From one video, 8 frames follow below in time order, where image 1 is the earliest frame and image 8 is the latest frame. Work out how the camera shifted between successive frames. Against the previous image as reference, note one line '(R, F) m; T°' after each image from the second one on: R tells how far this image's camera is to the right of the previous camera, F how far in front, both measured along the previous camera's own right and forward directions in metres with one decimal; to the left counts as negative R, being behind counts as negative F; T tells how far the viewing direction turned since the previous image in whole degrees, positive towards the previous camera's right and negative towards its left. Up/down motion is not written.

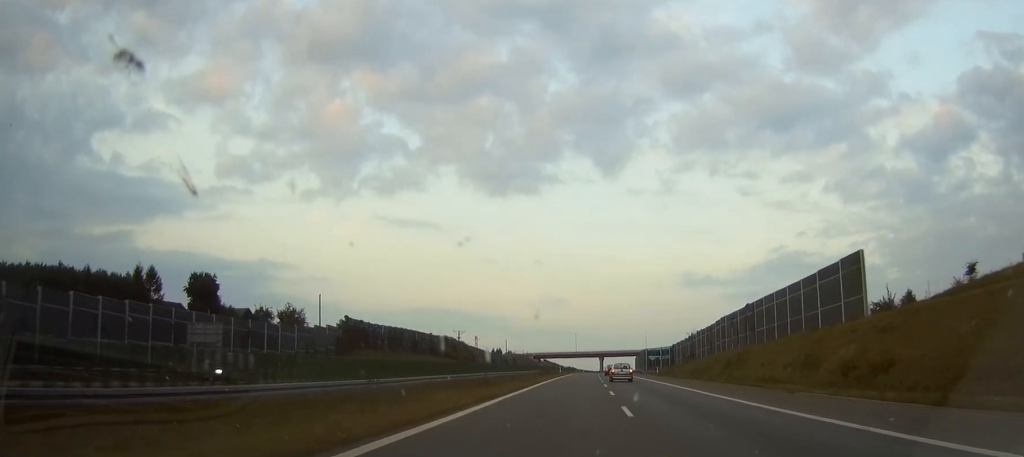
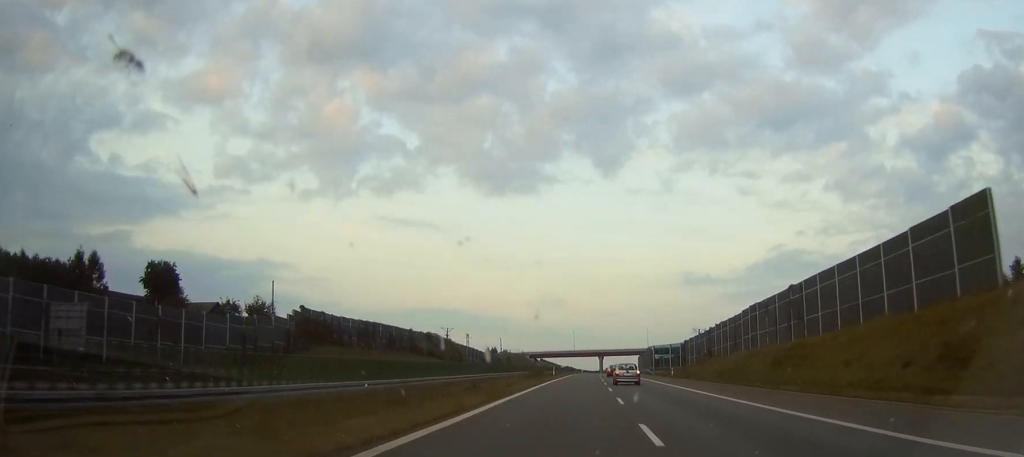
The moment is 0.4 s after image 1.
(0.0, +17.9) m; 0°
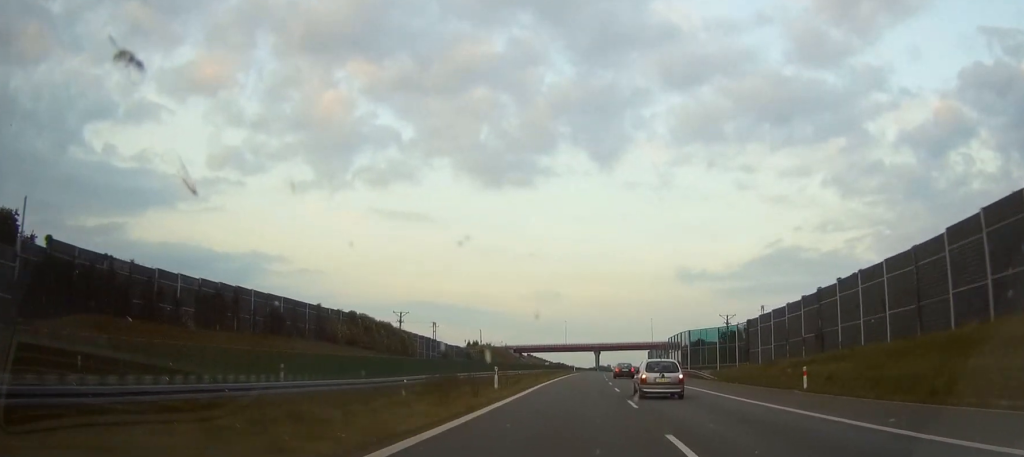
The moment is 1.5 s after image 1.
(+0.3, +50.7) m; +1°
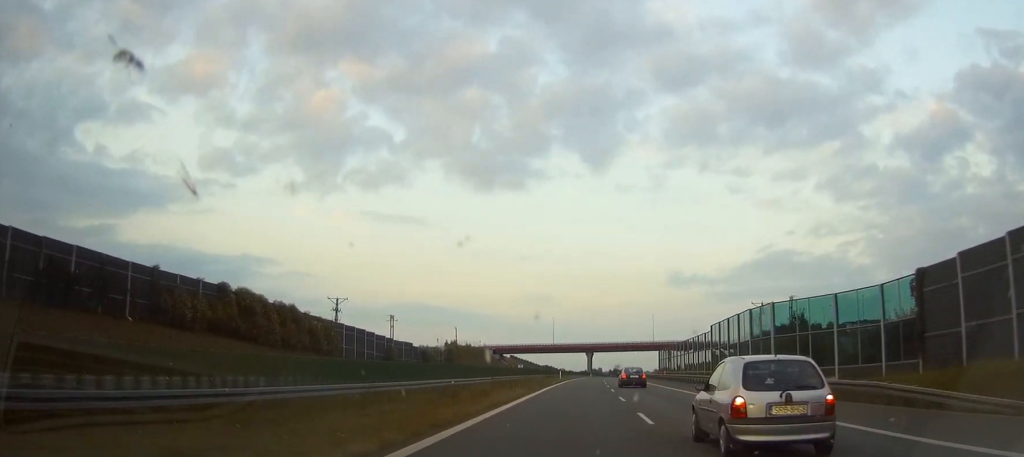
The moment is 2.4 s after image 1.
(+0.1, +40.1) m; 0°
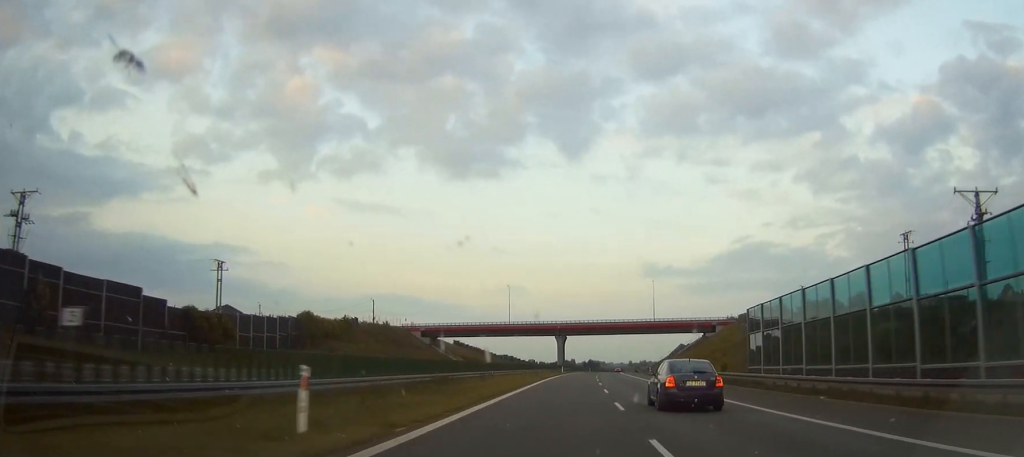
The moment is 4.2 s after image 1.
(+1.5, +80.3) m; +2°
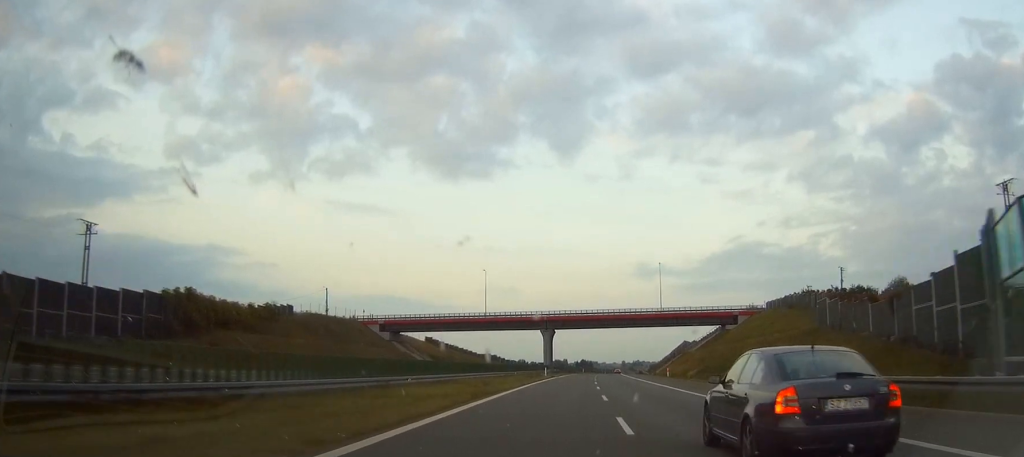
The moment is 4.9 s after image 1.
(+0.2, +31.3) m; +1°
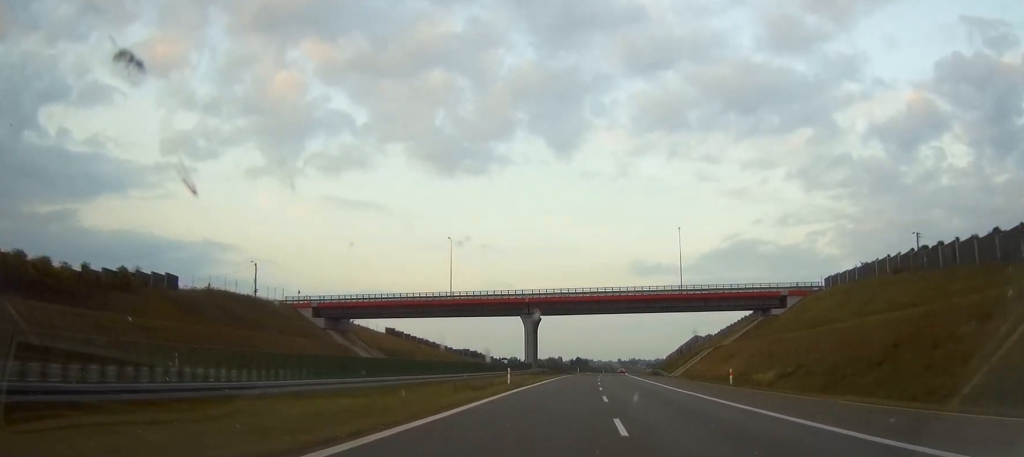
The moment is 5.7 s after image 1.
(+0.1, +35.9) m; +1°
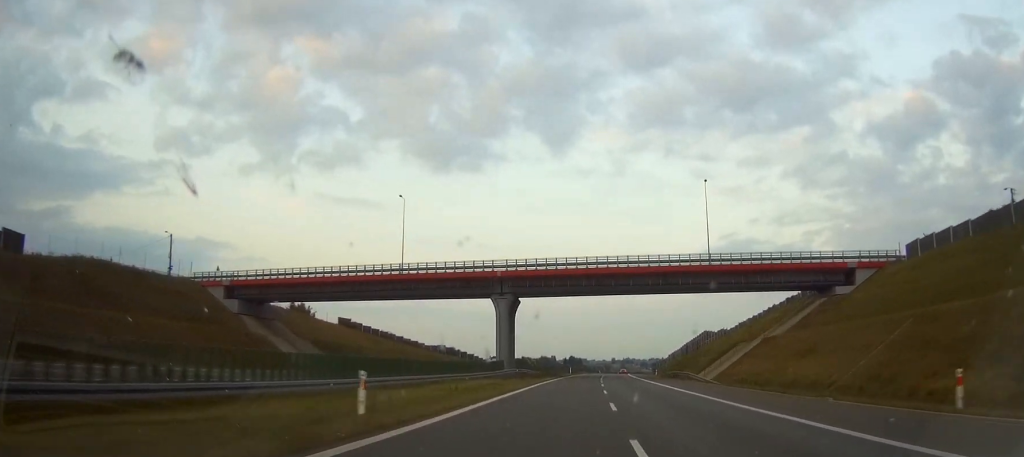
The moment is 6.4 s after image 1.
(+0.1, +28.5) m; 0°
